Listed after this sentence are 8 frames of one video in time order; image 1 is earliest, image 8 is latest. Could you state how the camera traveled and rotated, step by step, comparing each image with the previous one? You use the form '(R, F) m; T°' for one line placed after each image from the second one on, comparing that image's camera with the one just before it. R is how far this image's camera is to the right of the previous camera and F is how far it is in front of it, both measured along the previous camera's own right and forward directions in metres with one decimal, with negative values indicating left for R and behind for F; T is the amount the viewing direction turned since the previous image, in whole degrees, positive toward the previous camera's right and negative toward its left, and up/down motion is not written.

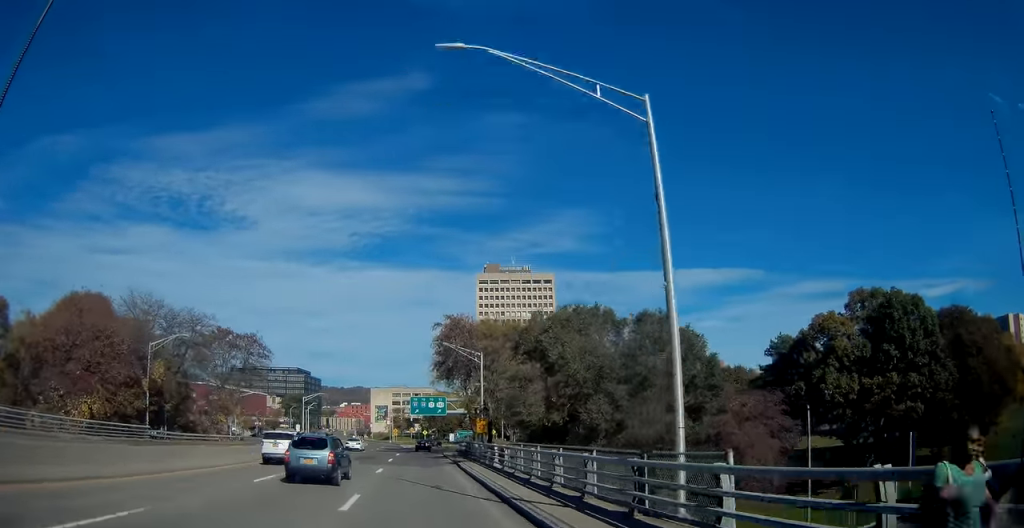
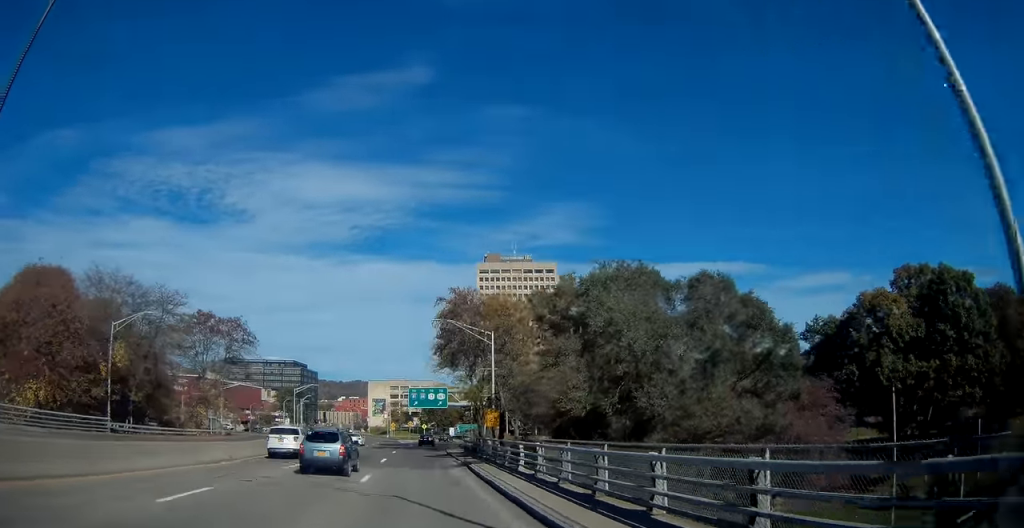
(0.0, +6.4) m; 0°
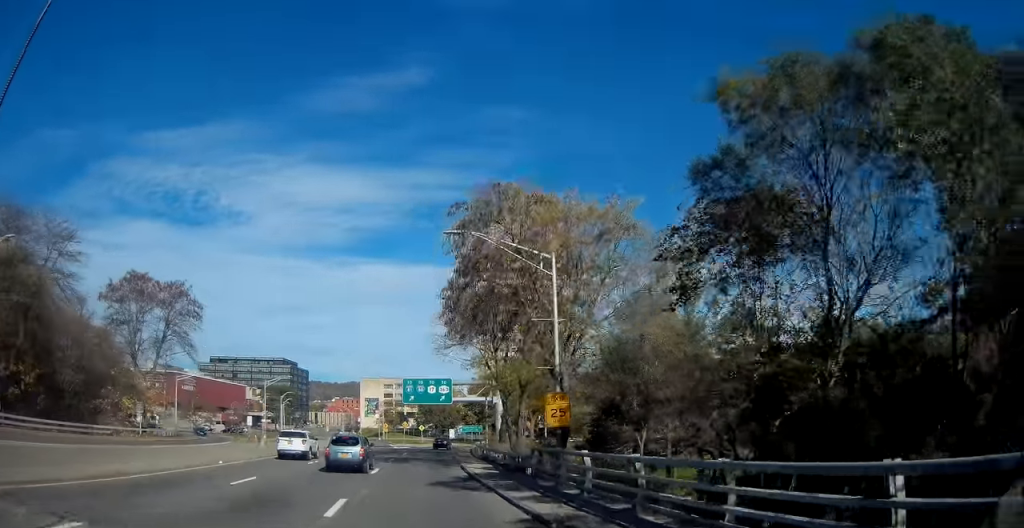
(0.0, +16.2) m; +1°
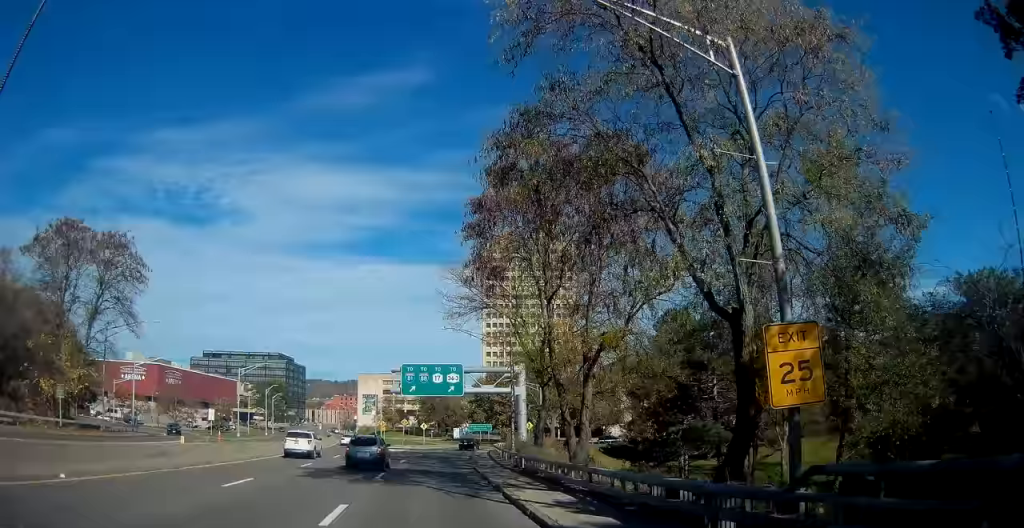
(+0.1, +13.0) m; +1°
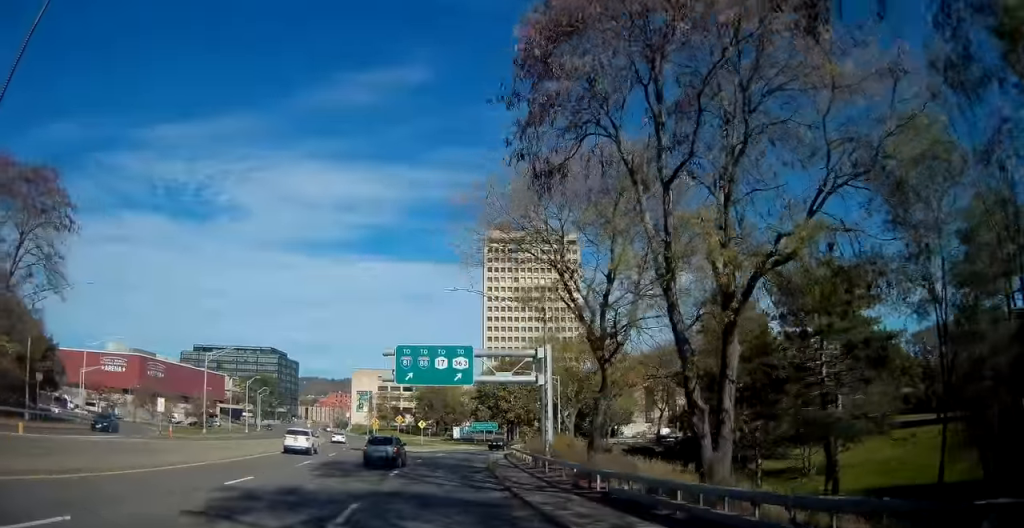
(0.0, +11.9) m; 0°
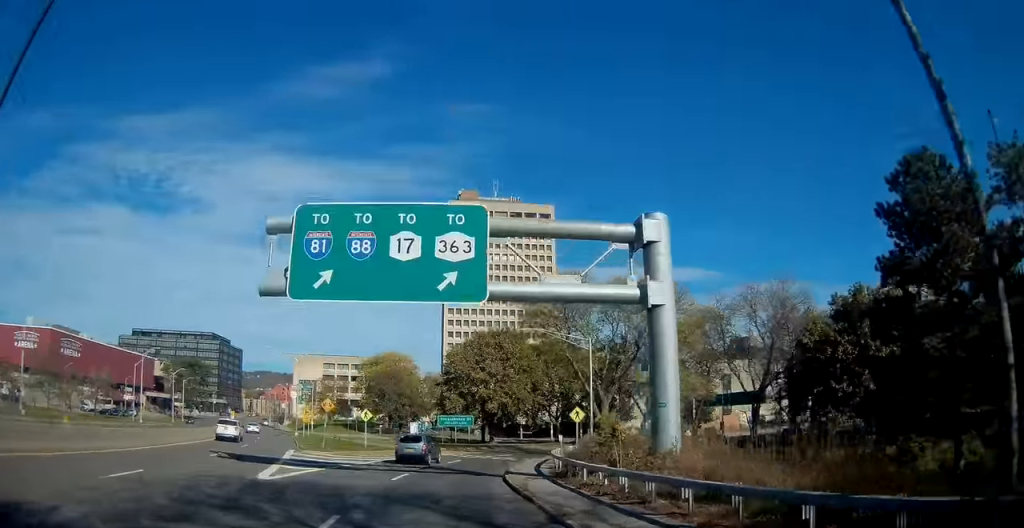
(+0.4, +28.0) m; +4°
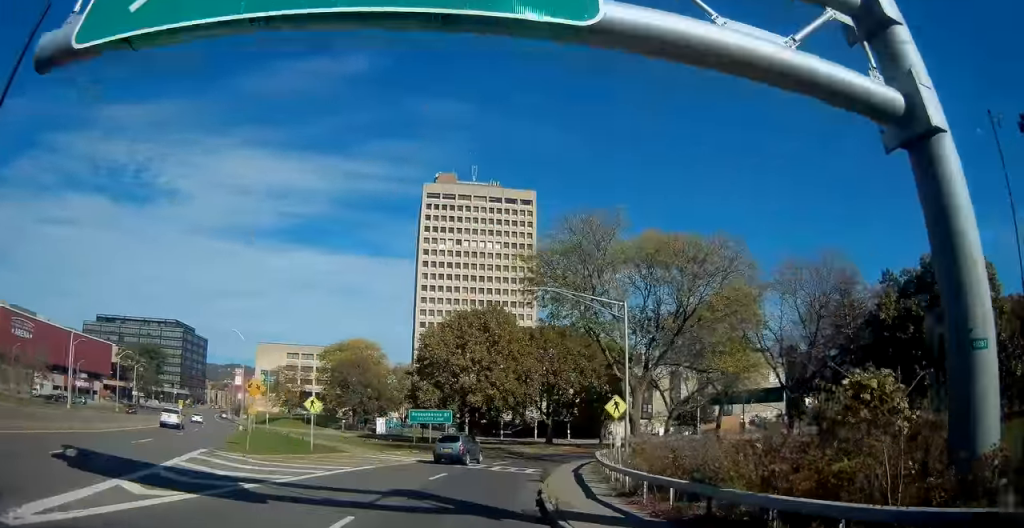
(+0.4, +12.1) m; +3°
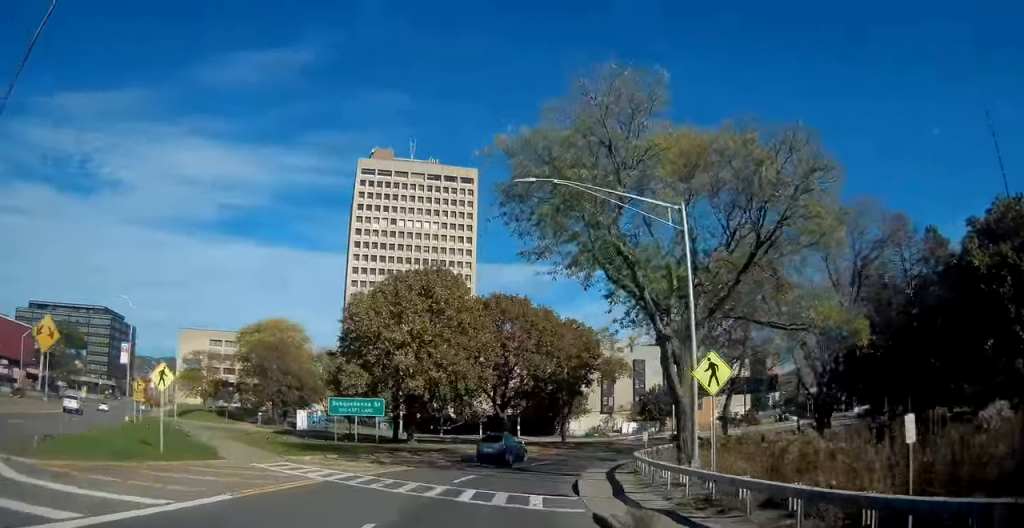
(+0.4, +15.0) m; +7°
